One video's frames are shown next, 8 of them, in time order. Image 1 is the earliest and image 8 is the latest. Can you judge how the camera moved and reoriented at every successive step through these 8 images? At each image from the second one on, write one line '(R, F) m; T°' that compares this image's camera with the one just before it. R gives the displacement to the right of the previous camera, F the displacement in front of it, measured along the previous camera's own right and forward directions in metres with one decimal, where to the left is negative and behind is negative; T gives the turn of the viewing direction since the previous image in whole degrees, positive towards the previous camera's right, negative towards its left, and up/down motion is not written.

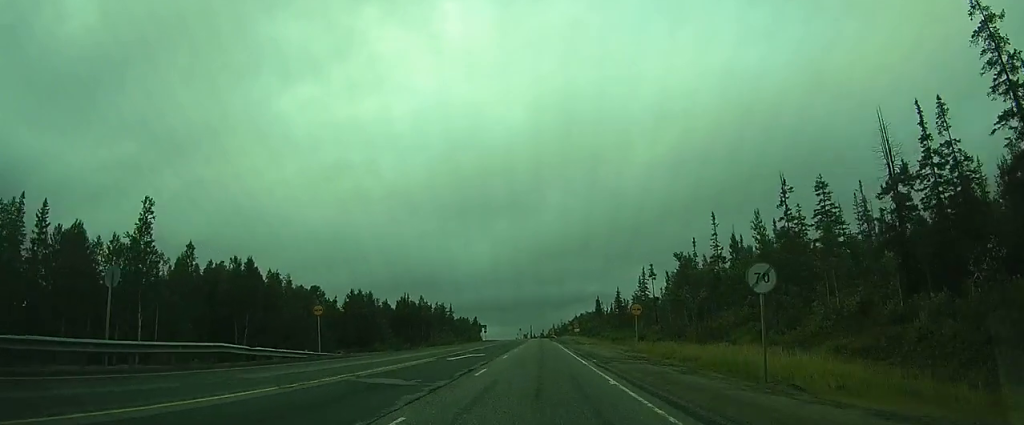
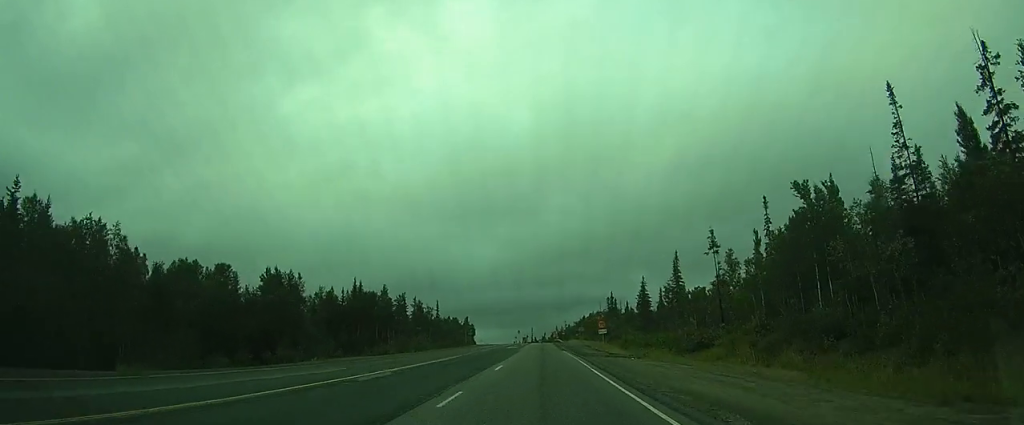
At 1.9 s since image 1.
(-0.1, +32.2) m; 0°
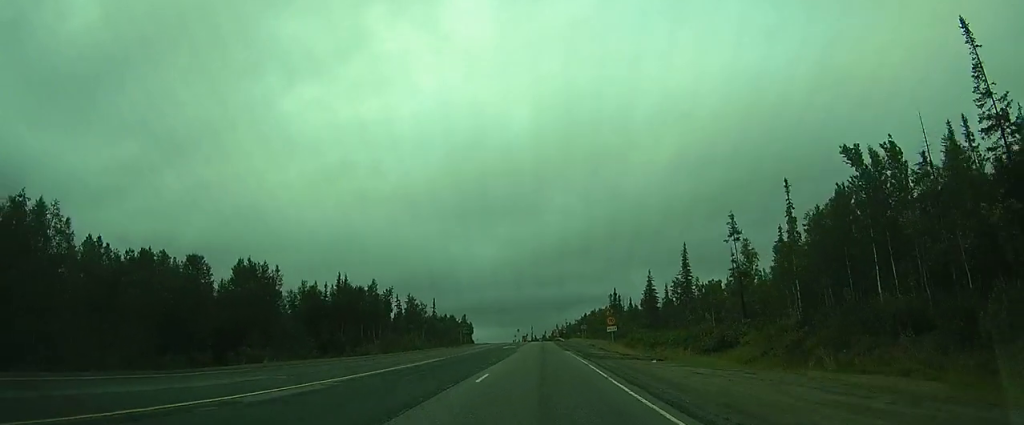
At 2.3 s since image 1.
(0.0, +6.5) m; 0°
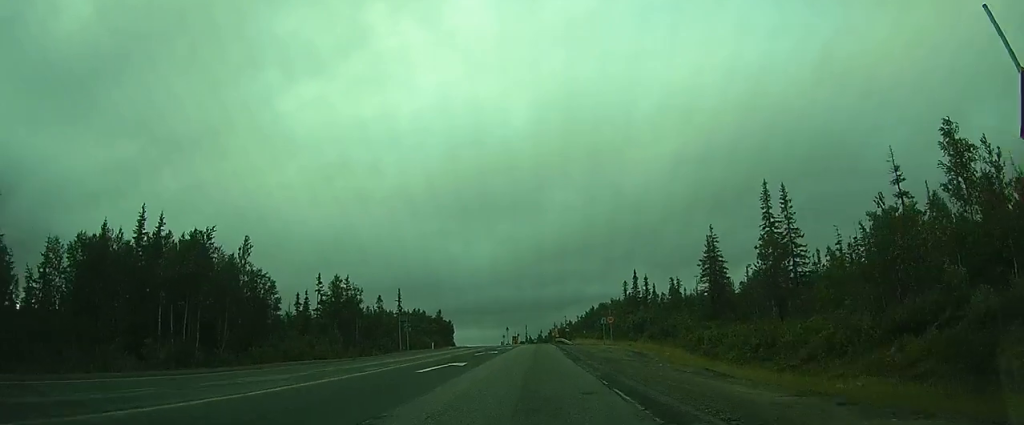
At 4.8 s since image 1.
(-0.2, +39.0) m; 0°
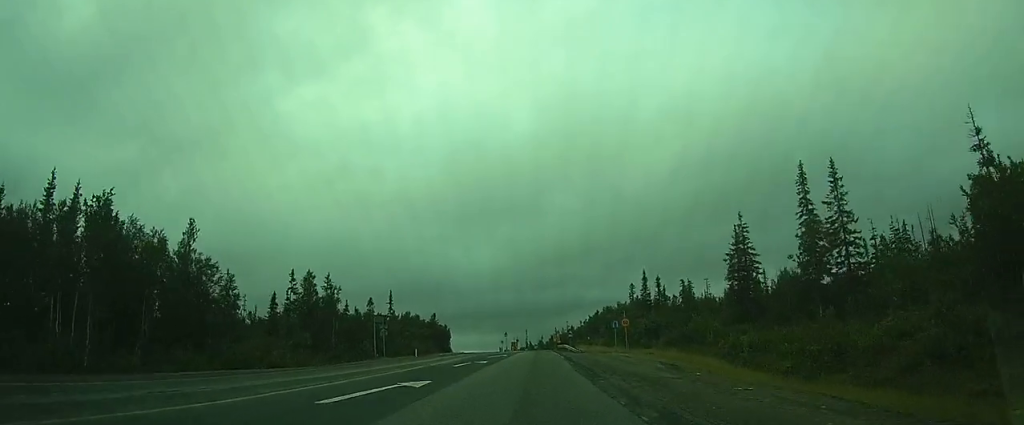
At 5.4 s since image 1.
(0.0, +8.8) m; 0°
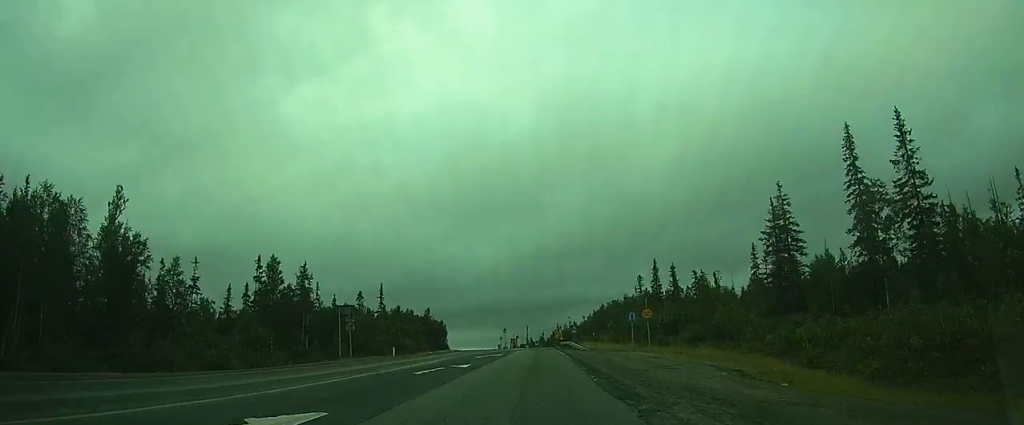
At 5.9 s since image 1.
(0.0, +8.8) m; 0°
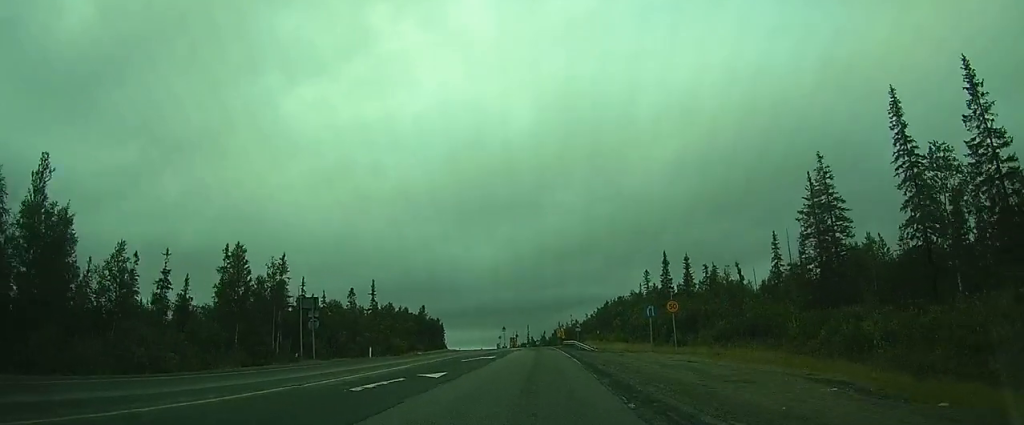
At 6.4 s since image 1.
(0.0, +6.7) m; 0°
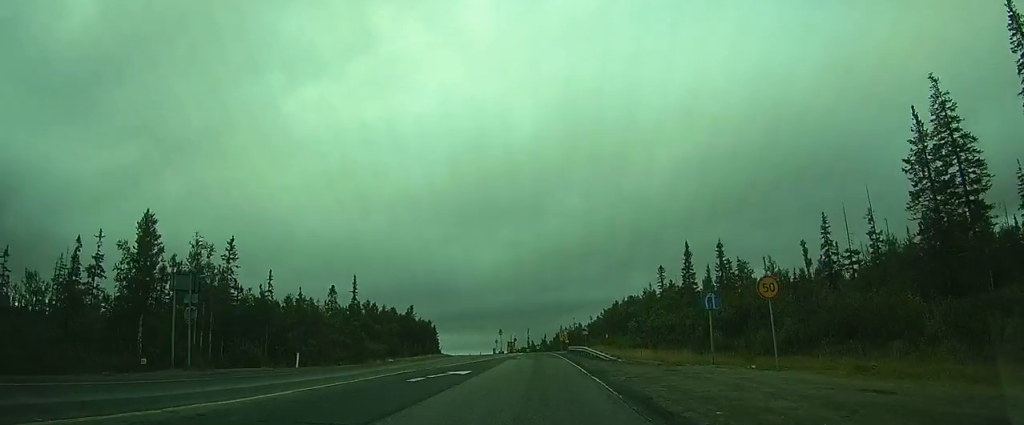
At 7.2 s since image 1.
(+0.1, +12.5) m; 0°
